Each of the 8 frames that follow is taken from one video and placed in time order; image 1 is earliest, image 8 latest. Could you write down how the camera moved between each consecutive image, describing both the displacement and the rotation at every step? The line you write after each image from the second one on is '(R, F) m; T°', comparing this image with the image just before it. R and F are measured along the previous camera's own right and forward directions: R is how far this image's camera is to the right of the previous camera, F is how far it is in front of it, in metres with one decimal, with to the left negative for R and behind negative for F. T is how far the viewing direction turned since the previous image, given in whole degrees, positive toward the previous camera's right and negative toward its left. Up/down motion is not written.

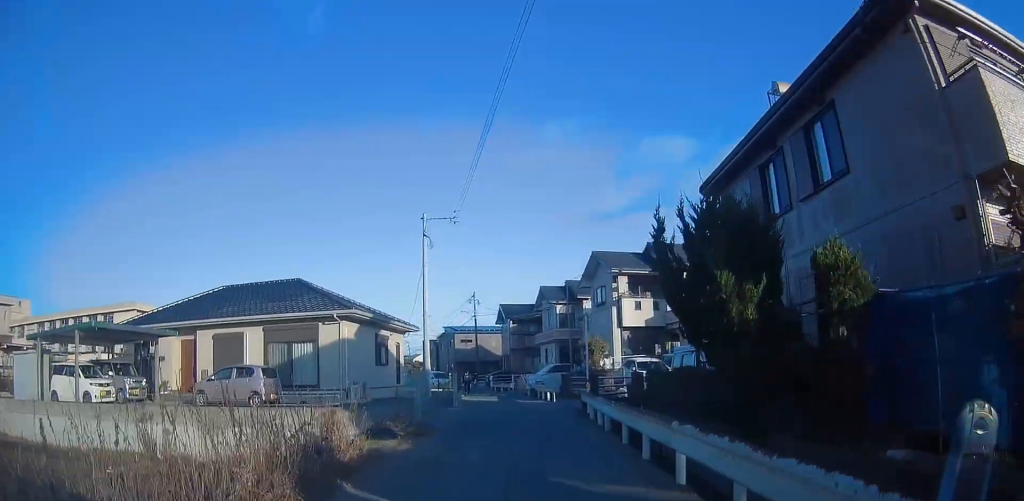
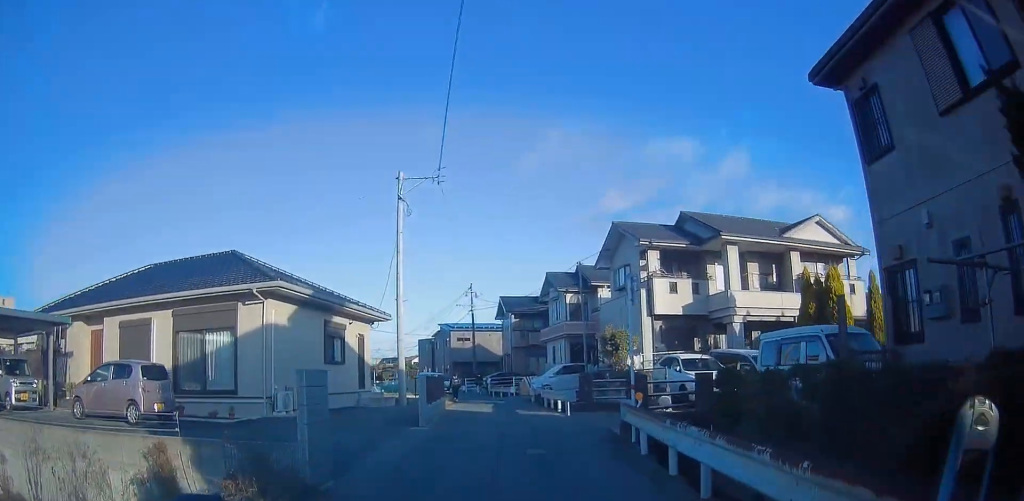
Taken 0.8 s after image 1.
(0.0, +8.9) m; 0°
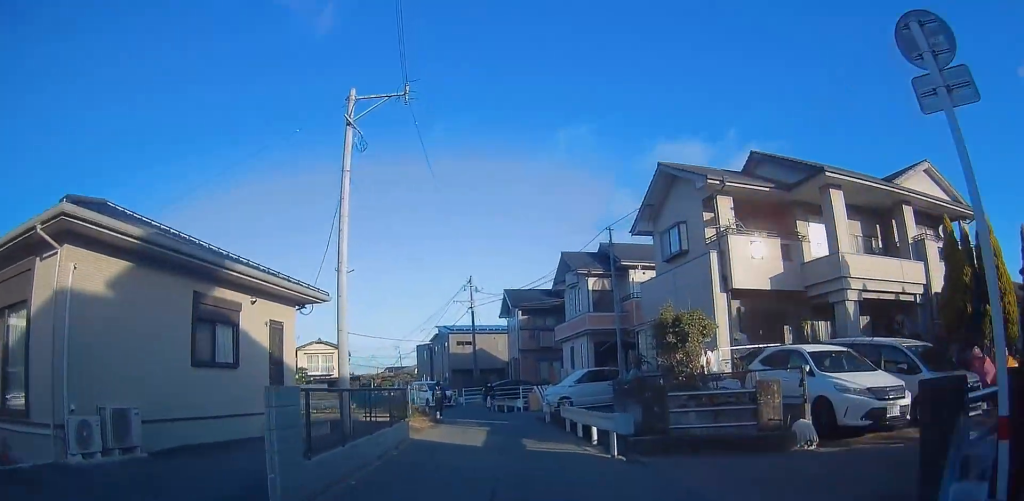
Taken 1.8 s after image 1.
(0.0, +10.7) m; 0°
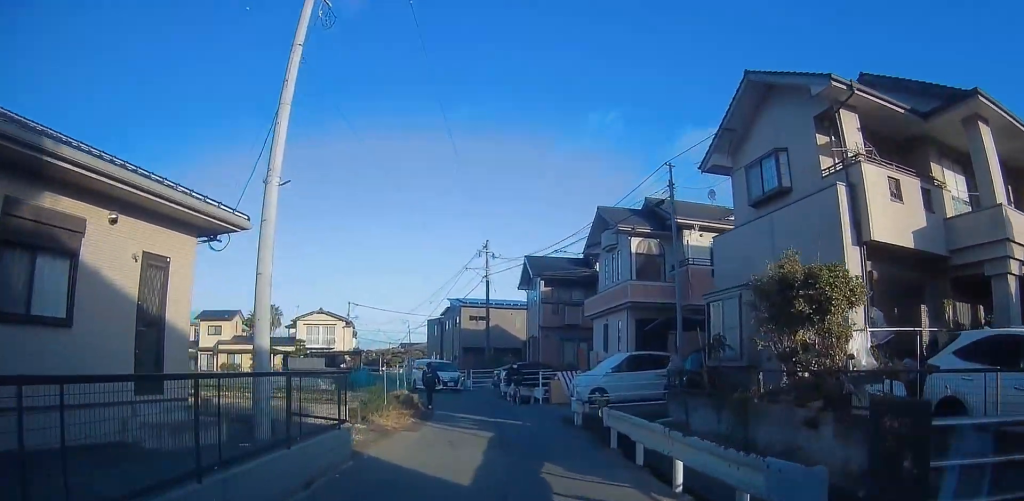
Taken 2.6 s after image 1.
(0.0, +6.9) m; 0°
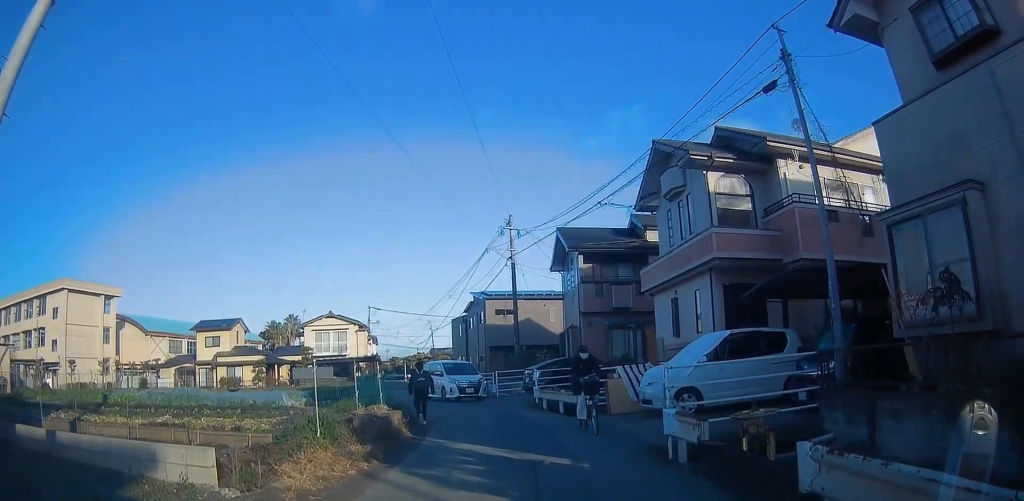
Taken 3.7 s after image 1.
(0.0, +7.3) m; 0°
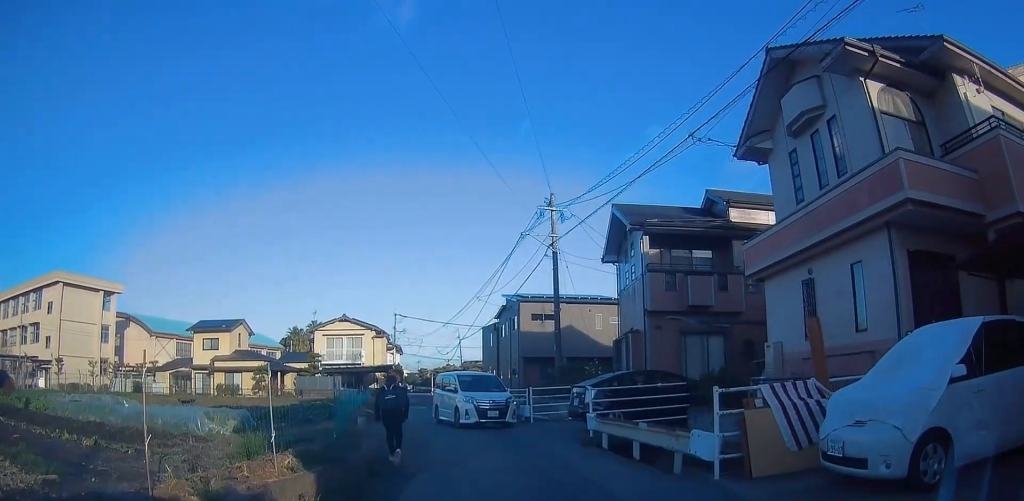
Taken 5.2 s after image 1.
(0.0, +7.4) m; 0°
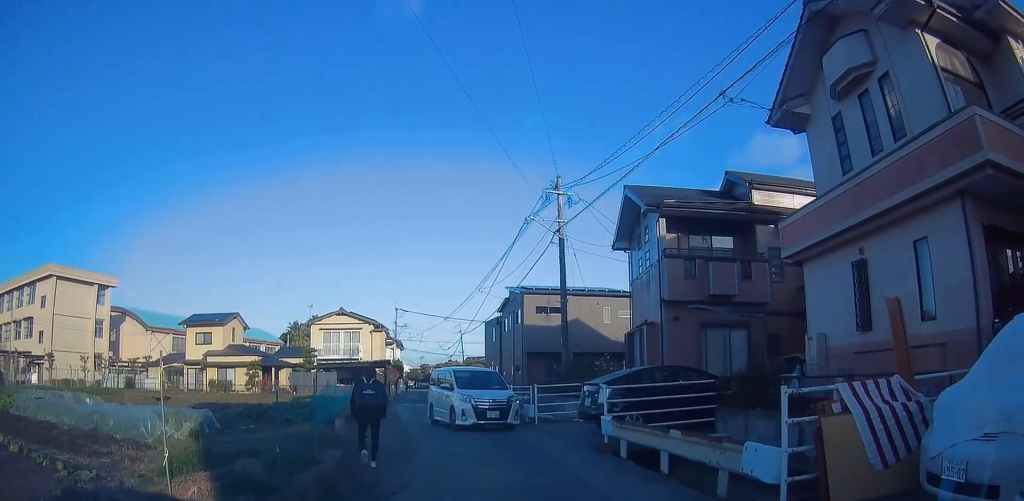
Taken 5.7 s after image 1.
(0.0, +1.9) m; 0°
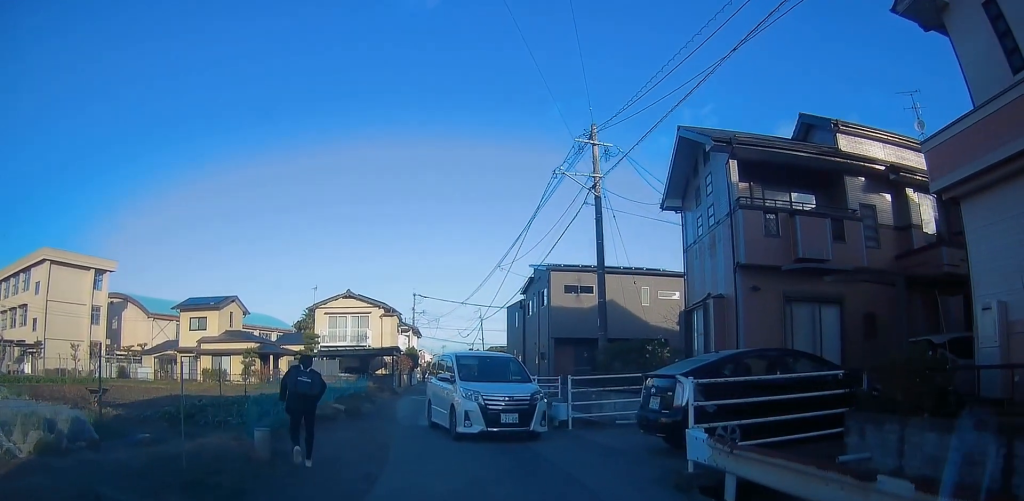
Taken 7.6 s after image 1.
(0.0, +5.2) m; -1°
